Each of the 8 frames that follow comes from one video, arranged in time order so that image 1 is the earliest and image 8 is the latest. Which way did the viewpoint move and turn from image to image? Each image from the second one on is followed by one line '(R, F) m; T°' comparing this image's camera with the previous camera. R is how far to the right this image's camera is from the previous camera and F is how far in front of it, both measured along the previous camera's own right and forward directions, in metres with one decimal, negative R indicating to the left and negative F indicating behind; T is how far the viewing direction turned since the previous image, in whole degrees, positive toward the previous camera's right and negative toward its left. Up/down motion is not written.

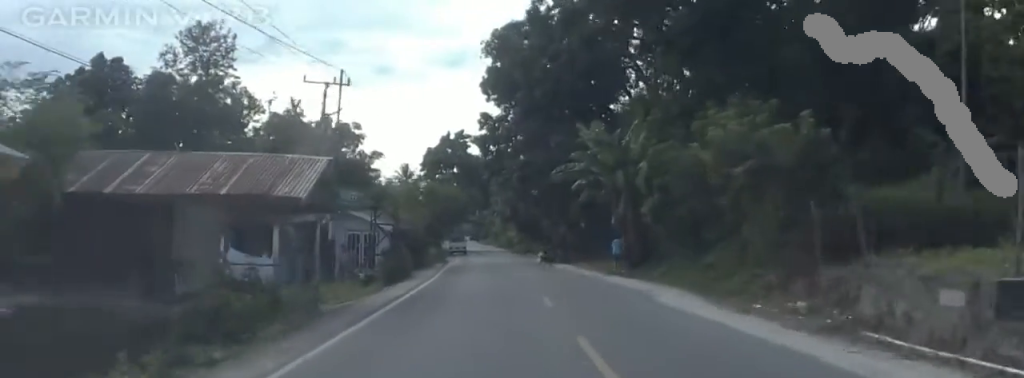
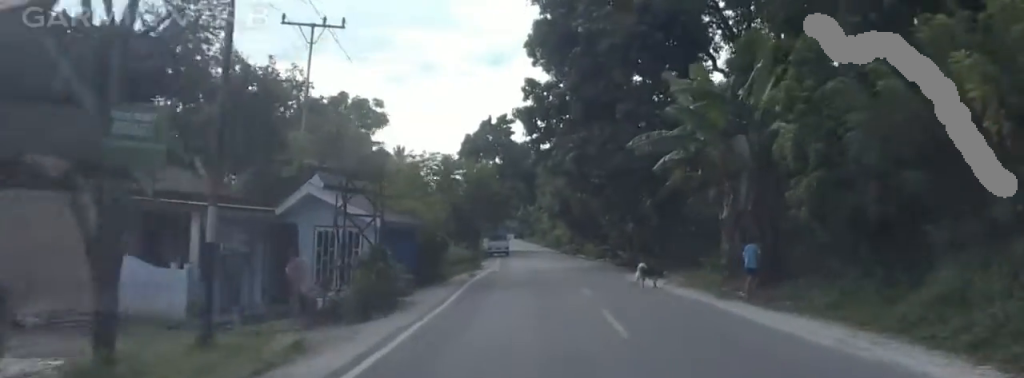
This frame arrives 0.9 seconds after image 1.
(-0.9, +12.5) m; 0°
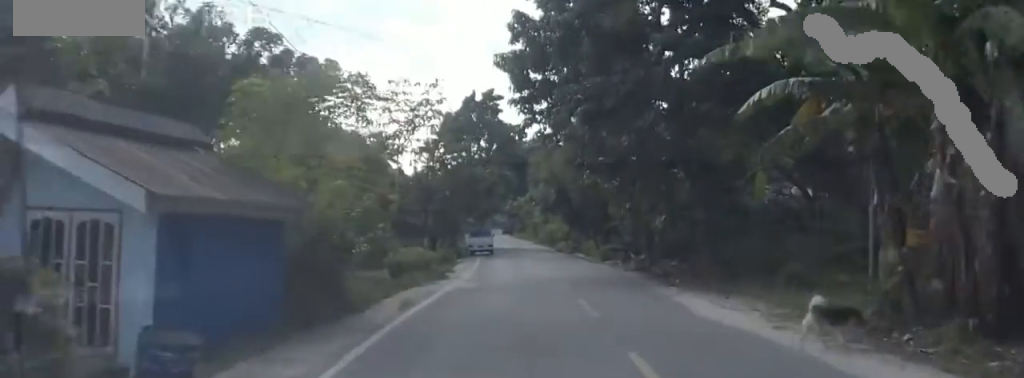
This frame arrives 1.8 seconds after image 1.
(+0.8, +13.0) m; +7°
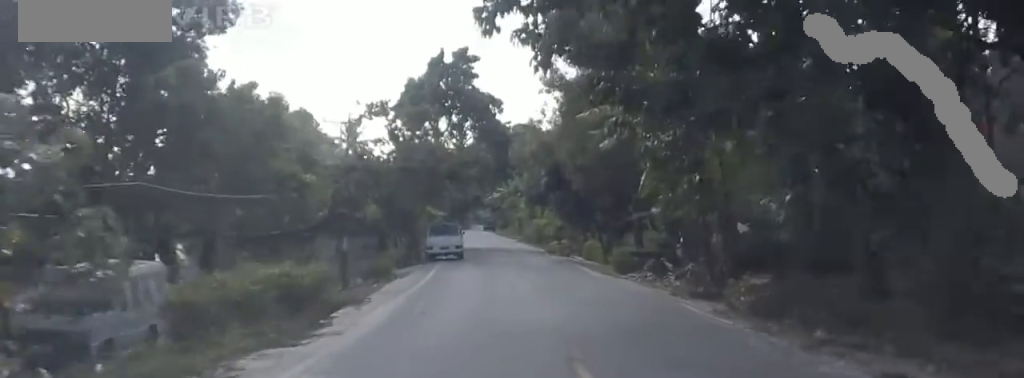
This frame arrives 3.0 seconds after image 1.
(+1.2, +16.5) m; +1°
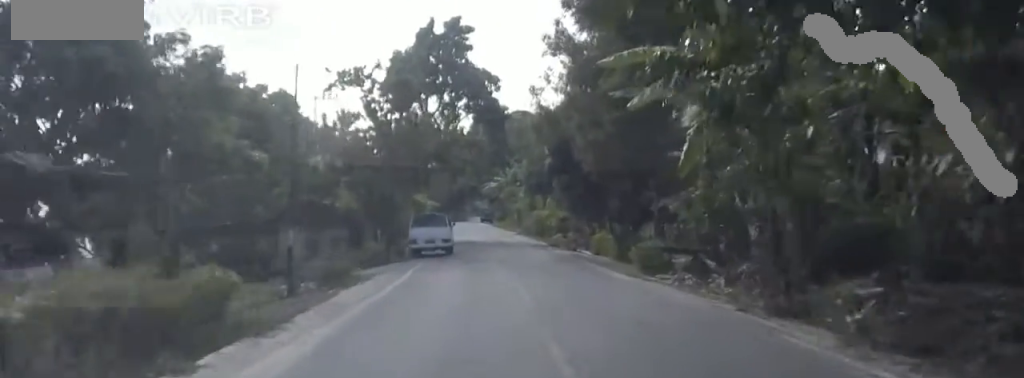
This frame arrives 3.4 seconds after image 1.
(-0.5, +6.8) m; -4°
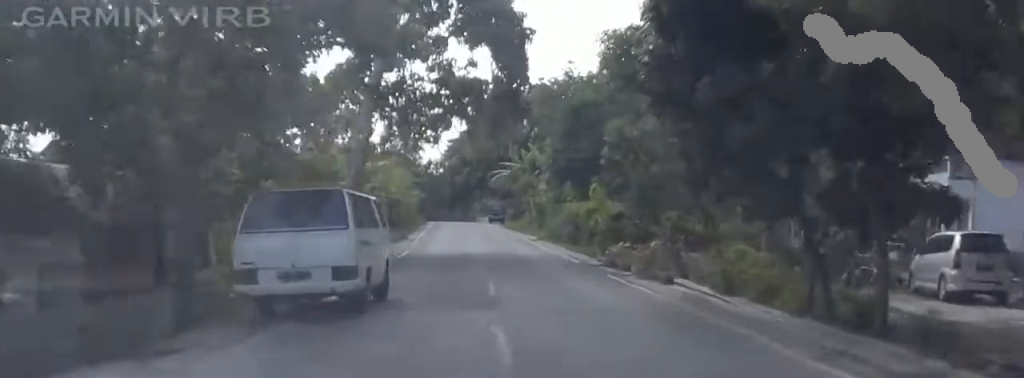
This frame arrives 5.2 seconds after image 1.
(-2.1, +24.9) m; -4°
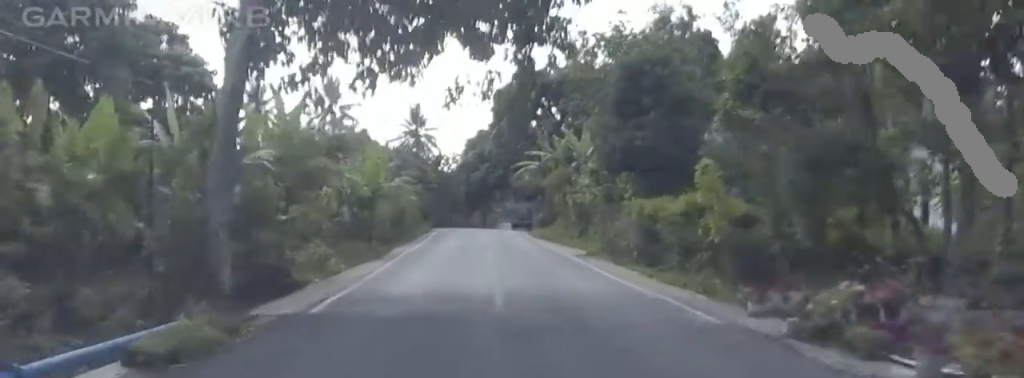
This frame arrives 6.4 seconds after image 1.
(+0.9, +17.4) m; +1°
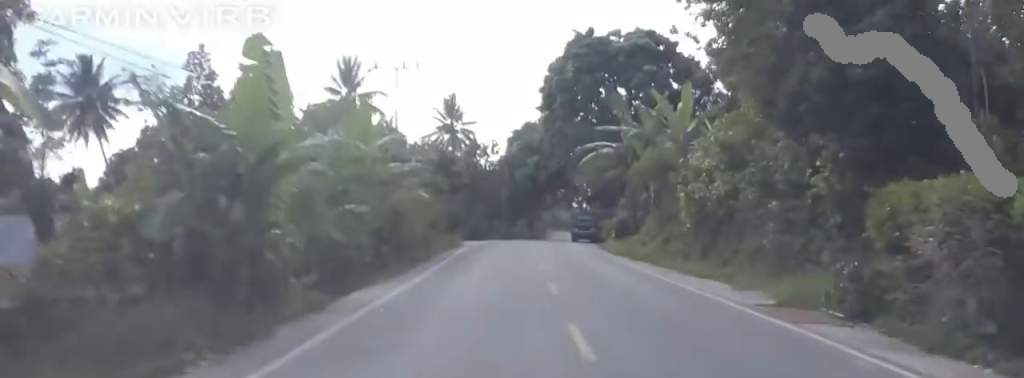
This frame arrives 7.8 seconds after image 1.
(-1.0, +19.9) m; -2°
